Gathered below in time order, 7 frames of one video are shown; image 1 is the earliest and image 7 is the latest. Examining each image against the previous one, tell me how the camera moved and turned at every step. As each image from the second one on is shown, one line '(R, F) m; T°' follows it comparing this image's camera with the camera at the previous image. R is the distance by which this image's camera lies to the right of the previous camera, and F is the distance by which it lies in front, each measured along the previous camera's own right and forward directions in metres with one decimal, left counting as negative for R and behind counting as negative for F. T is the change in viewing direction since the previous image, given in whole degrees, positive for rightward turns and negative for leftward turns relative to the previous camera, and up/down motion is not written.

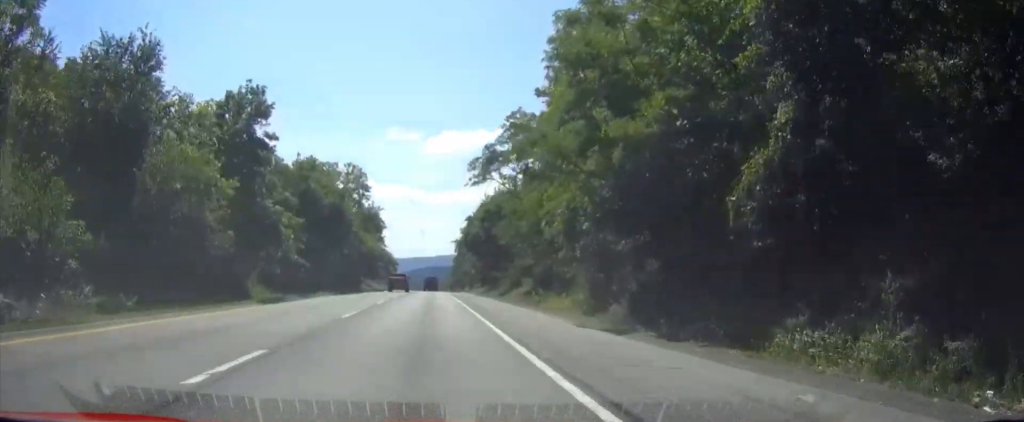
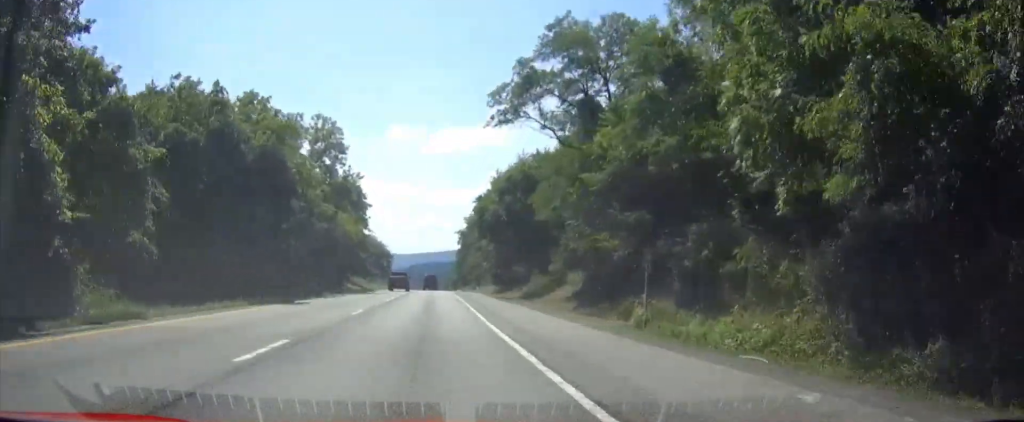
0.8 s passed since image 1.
(-0.3, +22.8) m; 0°
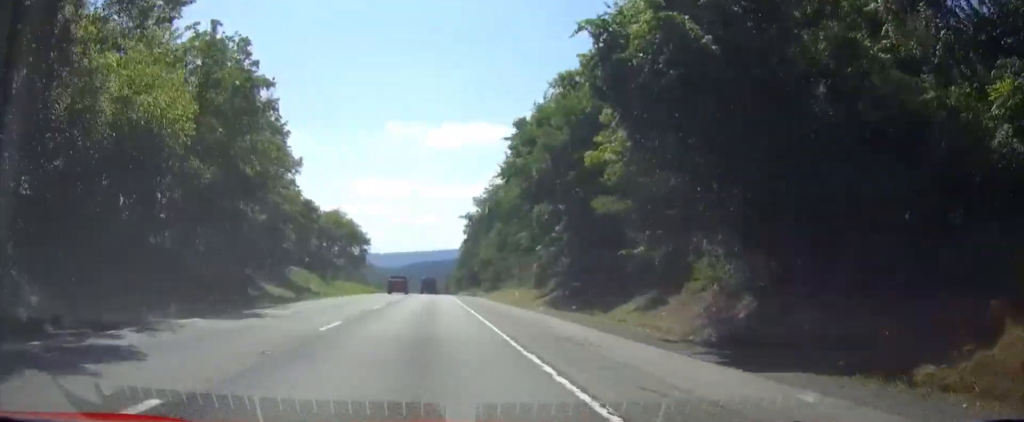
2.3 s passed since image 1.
(+0.3, +42.7) m; 0°
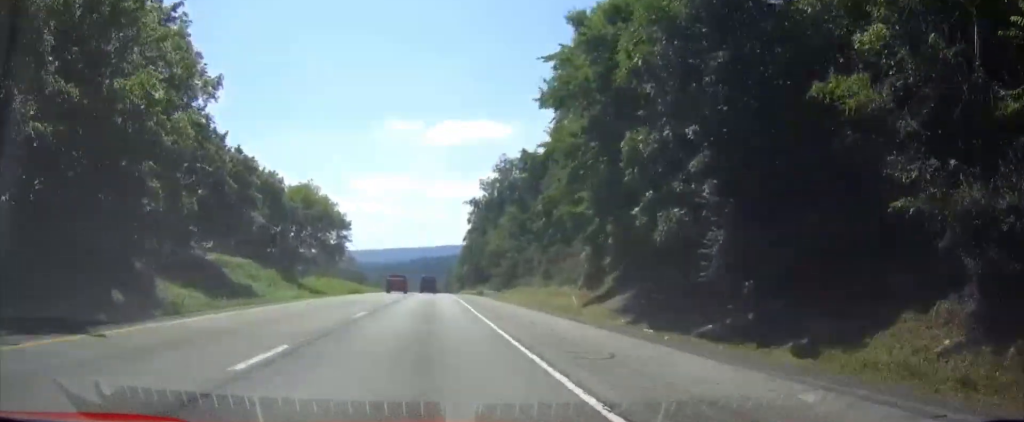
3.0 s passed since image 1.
(-0.1, +19.0) m; 0°
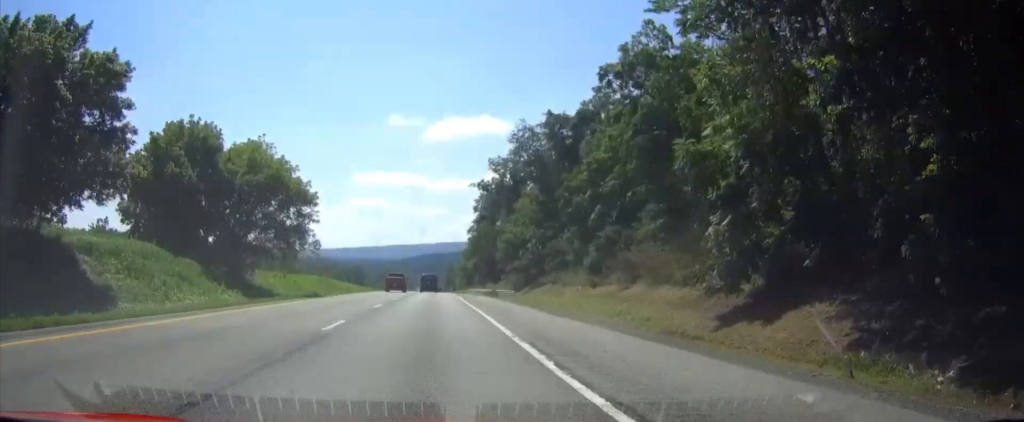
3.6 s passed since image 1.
(+0.1, +18.1) m; 0°
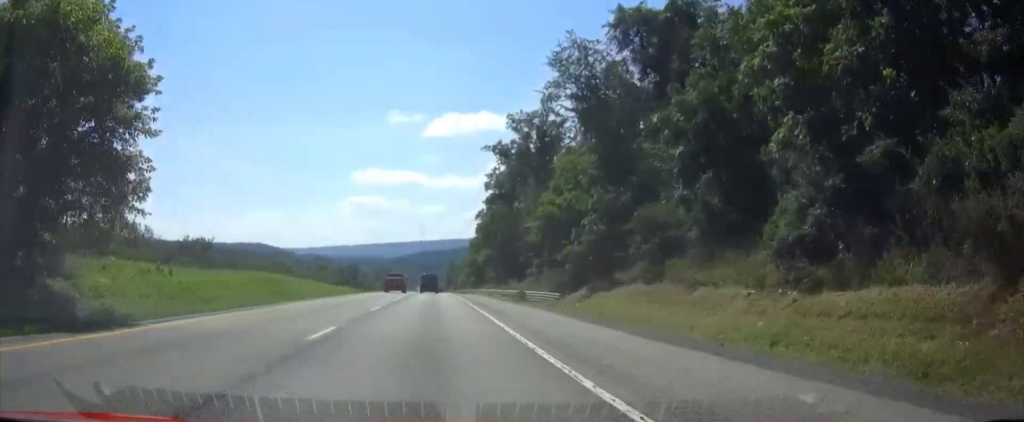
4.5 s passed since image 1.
(-0.1, +25.9) m; 0°
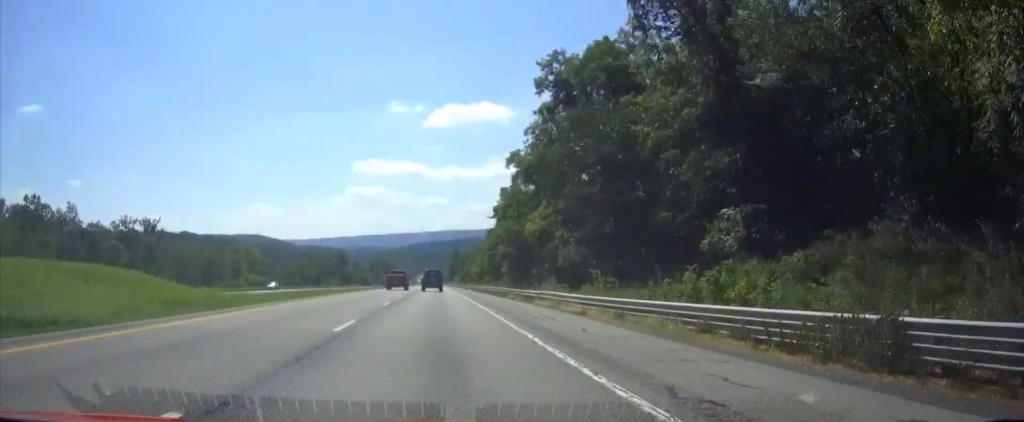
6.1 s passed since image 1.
(-0.2, +46.2) m; 0°
